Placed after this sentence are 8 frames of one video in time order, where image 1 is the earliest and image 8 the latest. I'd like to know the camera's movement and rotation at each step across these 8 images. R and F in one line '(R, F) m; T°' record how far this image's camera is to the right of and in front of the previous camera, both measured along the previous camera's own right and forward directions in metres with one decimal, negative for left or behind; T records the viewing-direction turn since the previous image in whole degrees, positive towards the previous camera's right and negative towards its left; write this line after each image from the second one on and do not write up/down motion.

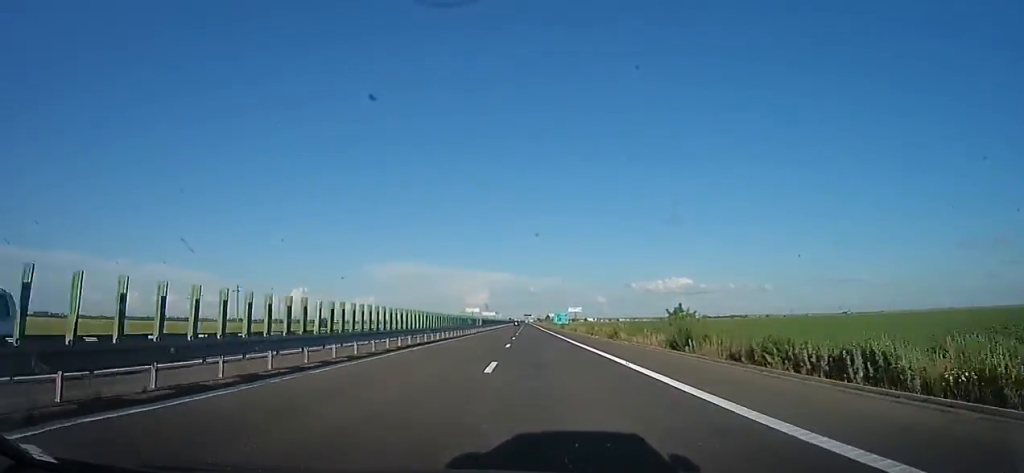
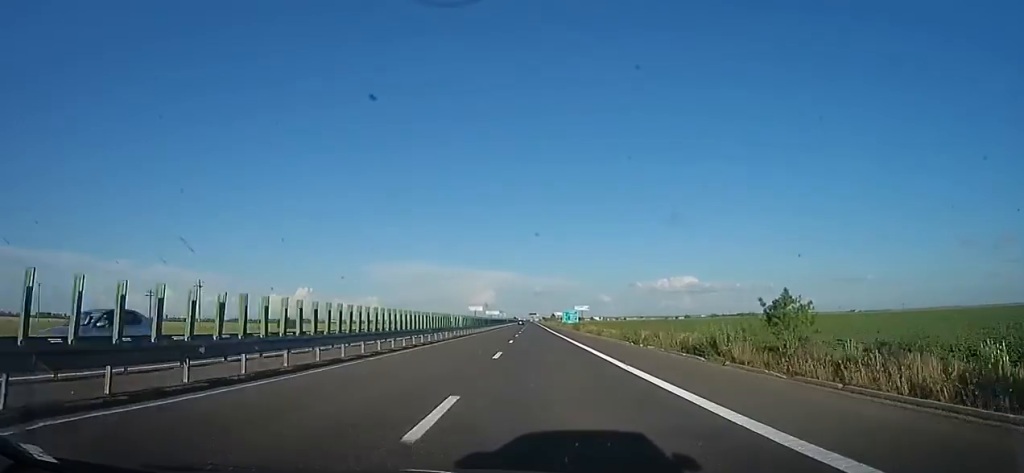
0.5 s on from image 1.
(+0.3, +18.9) m; -1°
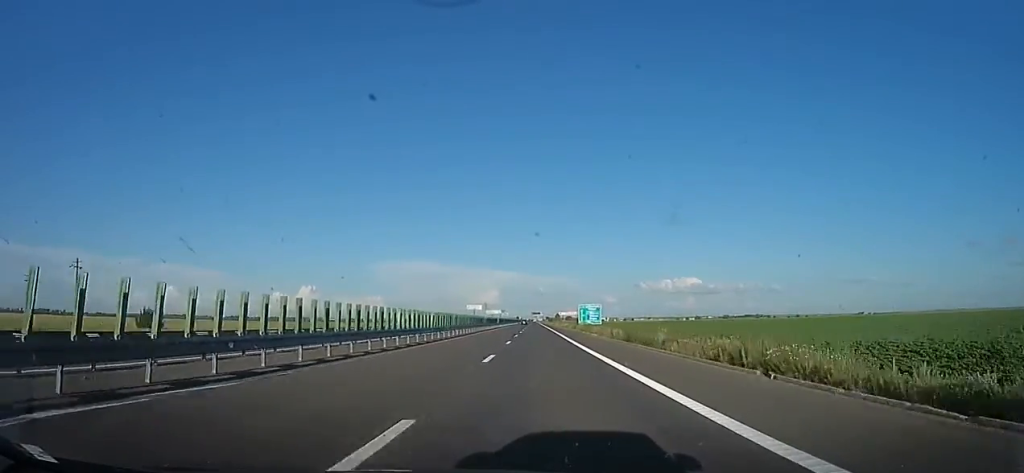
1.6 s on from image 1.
(-1.4, +38.9) m; -1°
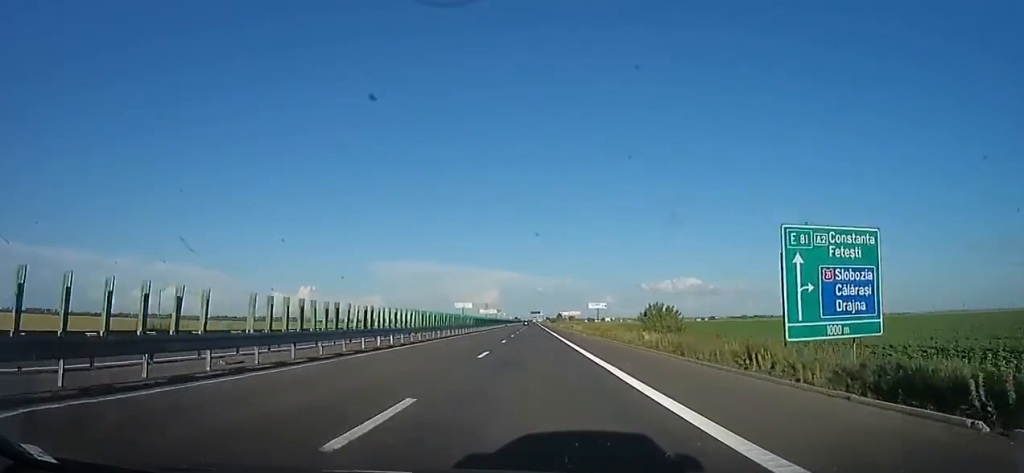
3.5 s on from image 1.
(+2.7, +72.3) m; +1°
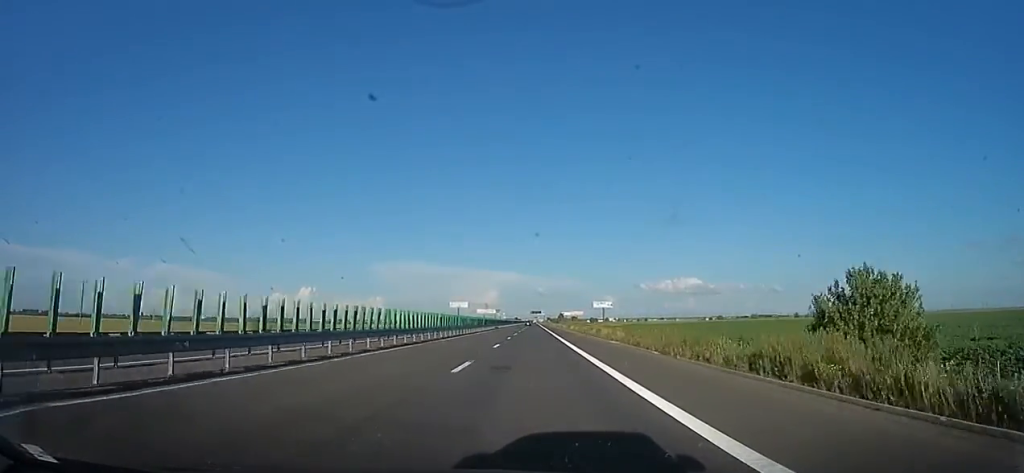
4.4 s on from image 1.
(-1.1, +29.8) m; 0°
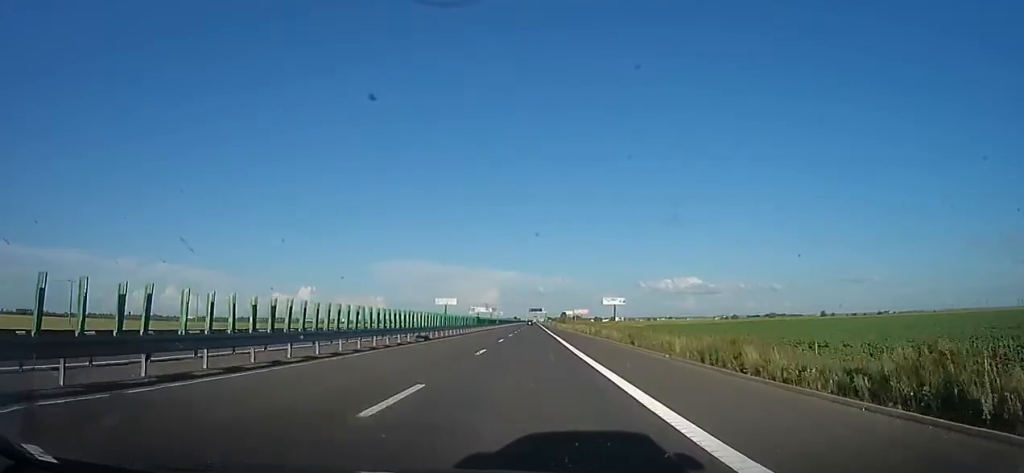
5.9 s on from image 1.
(+0.7, +54.5) m; 0°
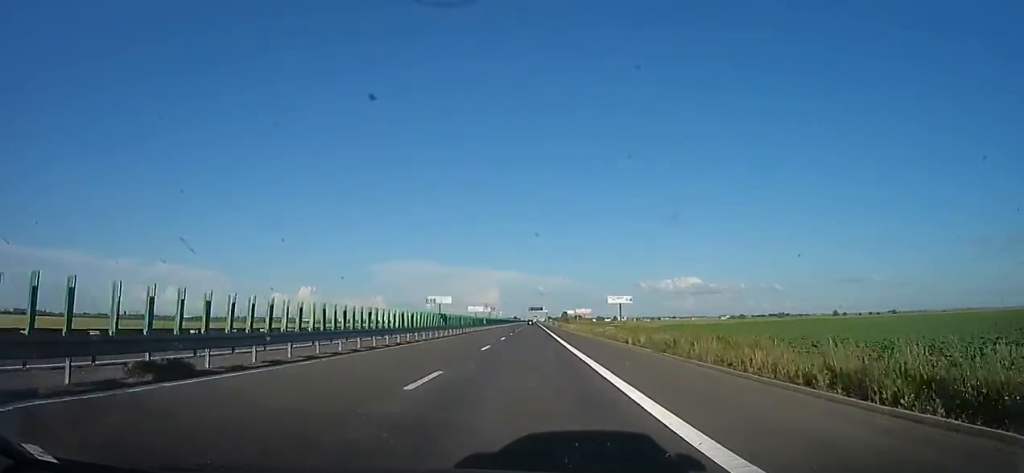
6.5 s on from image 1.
(-0.9, +21.7) m; 0°
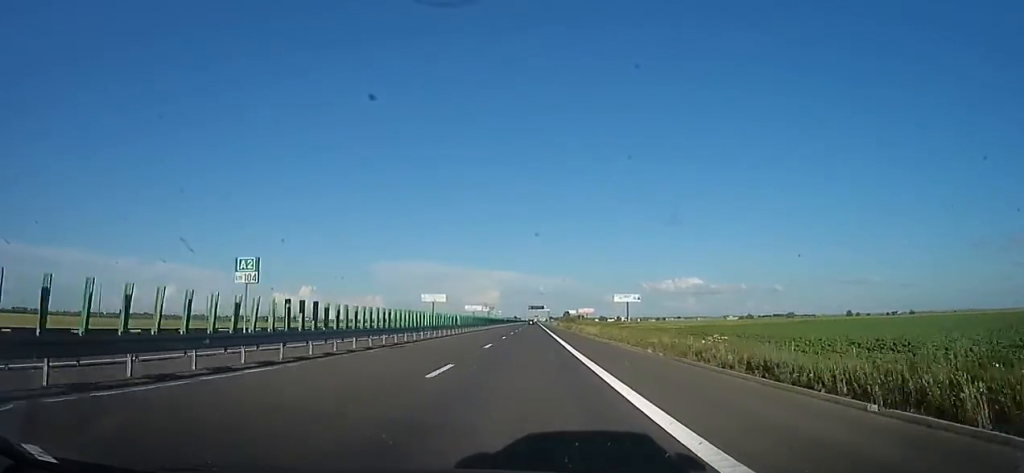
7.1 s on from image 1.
(+0.4, +22.3) m; 0°
